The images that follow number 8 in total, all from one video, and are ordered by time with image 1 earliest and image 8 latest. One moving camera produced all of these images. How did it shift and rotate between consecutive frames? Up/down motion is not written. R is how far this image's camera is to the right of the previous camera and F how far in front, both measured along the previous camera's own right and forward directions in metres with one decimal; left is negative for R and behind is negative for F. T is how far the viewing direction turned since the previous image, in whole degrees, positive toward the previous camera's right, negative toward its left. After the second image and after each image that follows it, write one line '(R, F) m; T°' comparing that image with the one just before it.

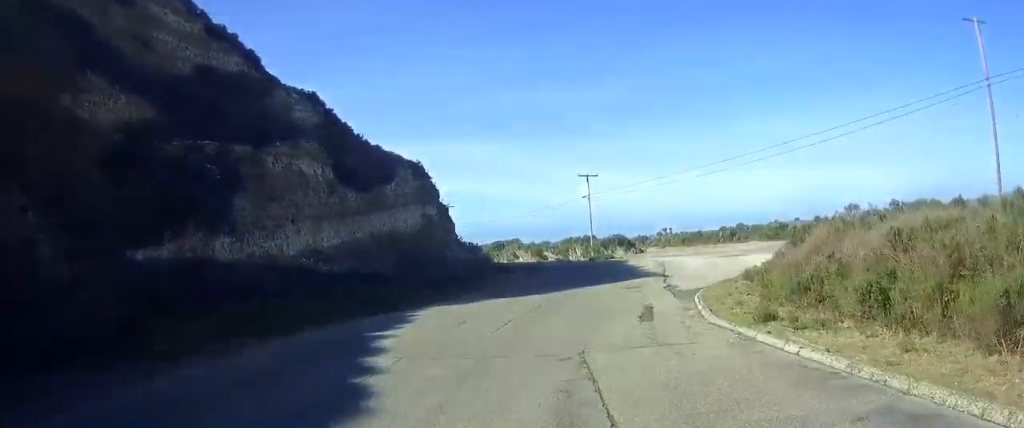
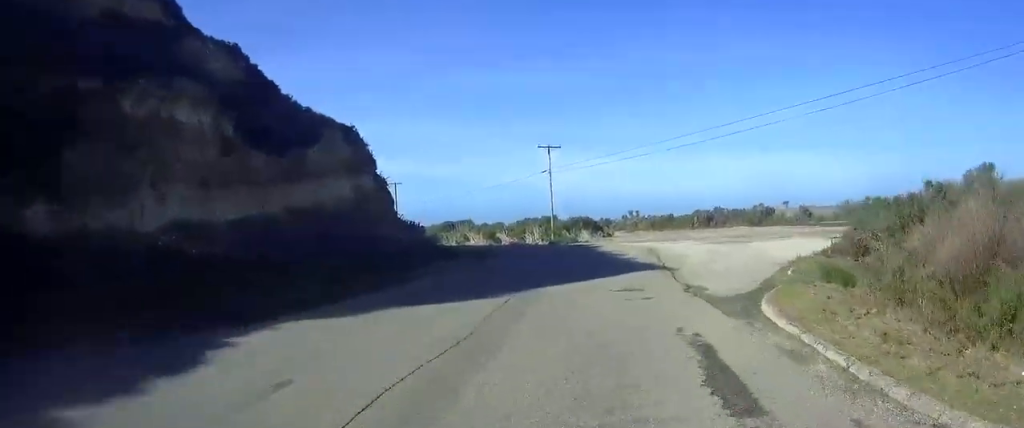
(0.0, +10.0) m; +2°
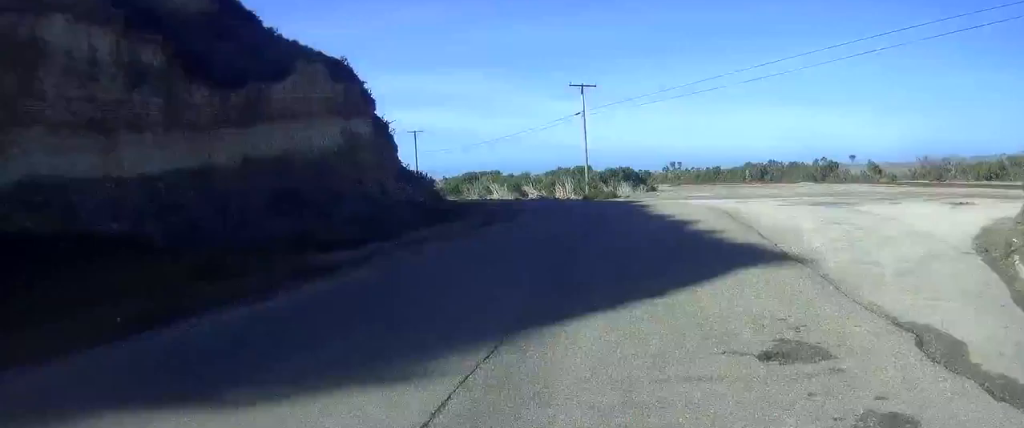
(+0.5, +10.4) m; +2°
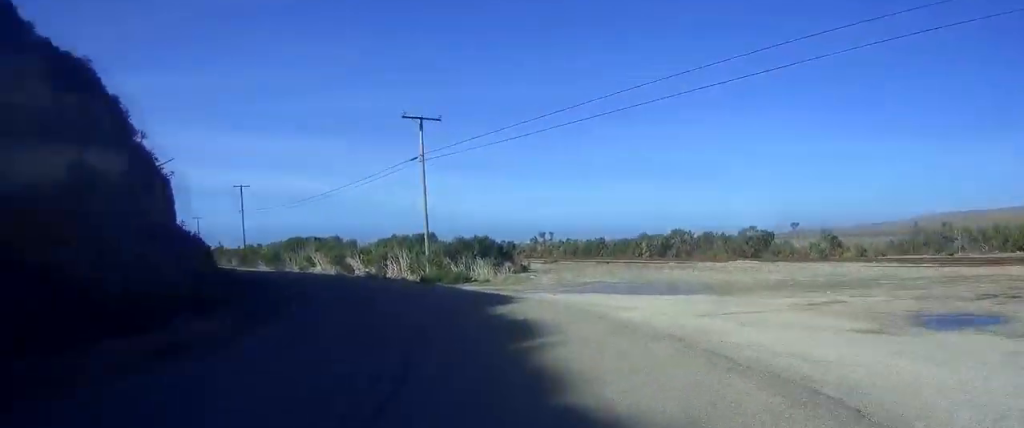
(+0.2, +17.0) m; +1°
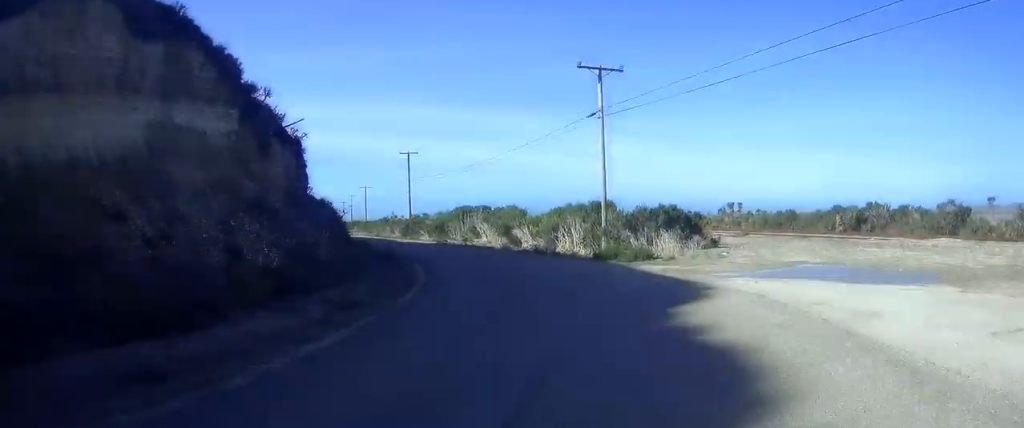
(+0.1, +6.1) m; -1°
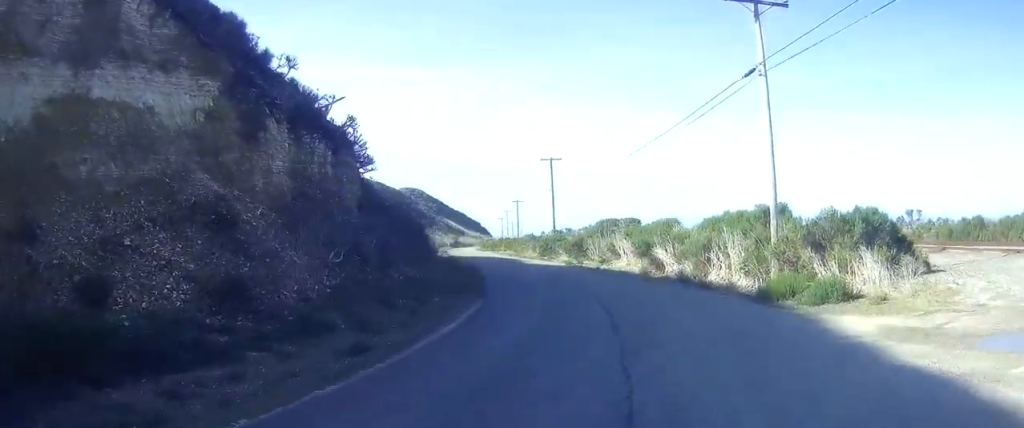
(-0.2, +12.4) m; -5°
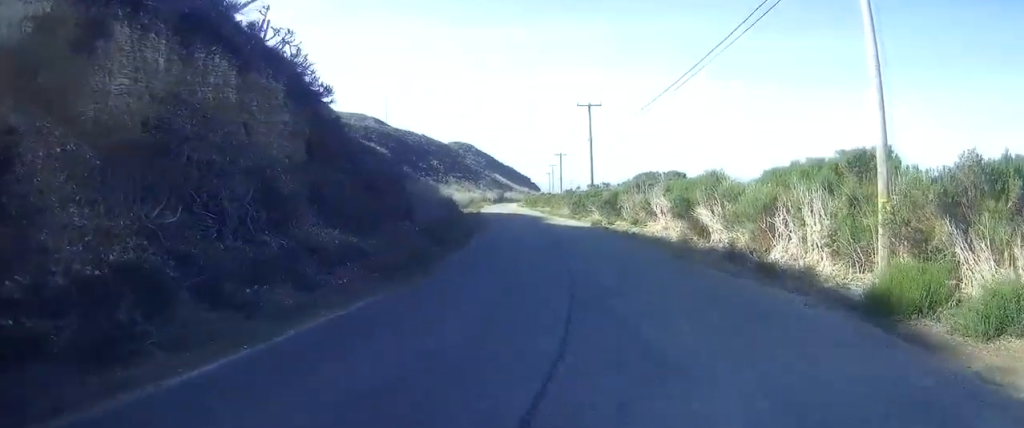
(-0.5, +9.3) m; -6°
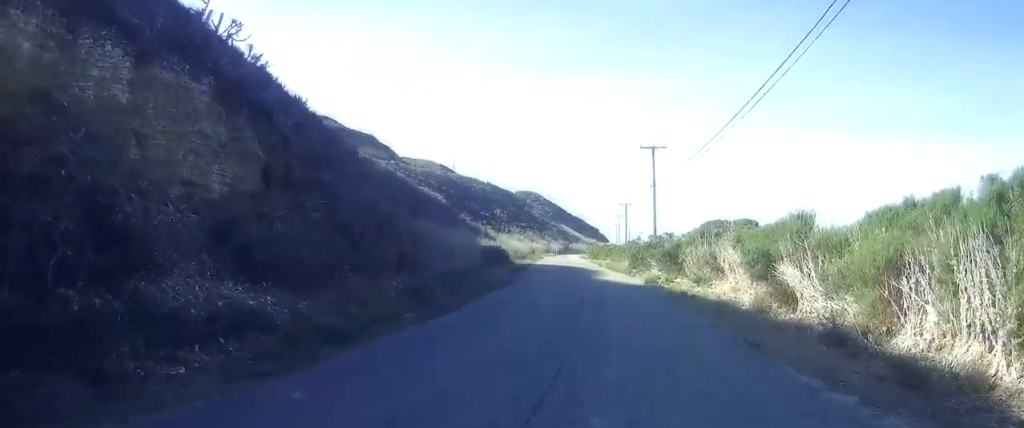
(-0.1, +7.3) m; -5°
